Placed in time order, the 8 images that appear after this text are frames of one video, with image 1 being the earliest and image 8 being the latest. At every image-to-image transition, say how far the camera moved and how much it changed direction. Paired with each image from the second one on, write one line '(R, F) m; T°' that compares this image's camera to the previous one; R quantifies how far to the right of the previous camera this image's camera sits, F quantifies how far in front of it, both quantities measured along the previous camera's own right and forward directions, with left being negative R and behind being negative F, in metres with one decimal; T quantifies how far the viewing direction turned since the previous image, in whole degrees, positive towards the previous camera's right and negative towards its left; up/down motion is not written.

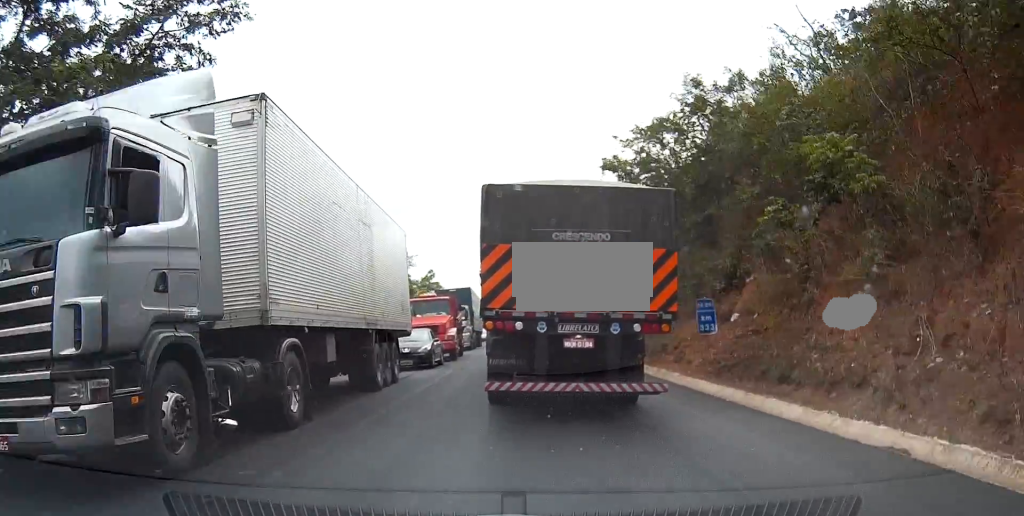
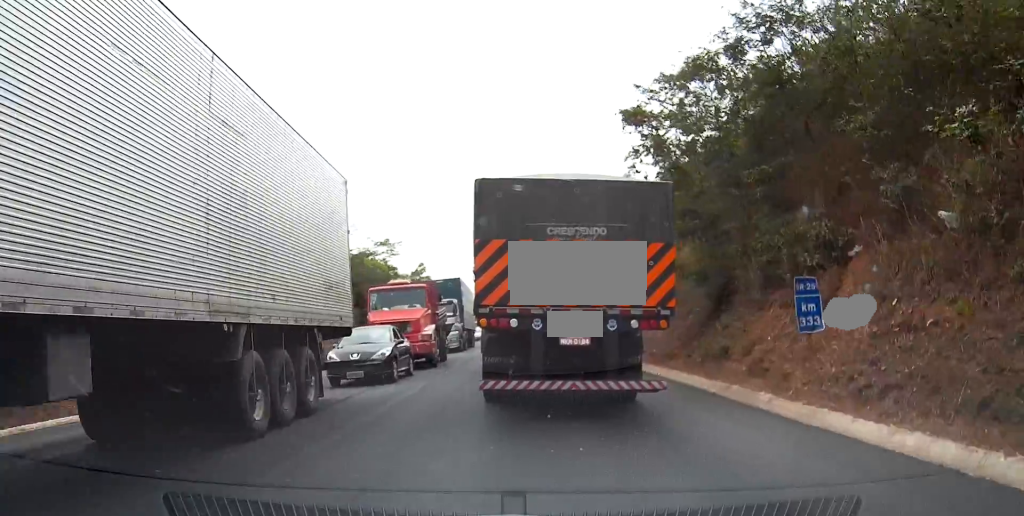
(0.0, +7.7) m; 0°
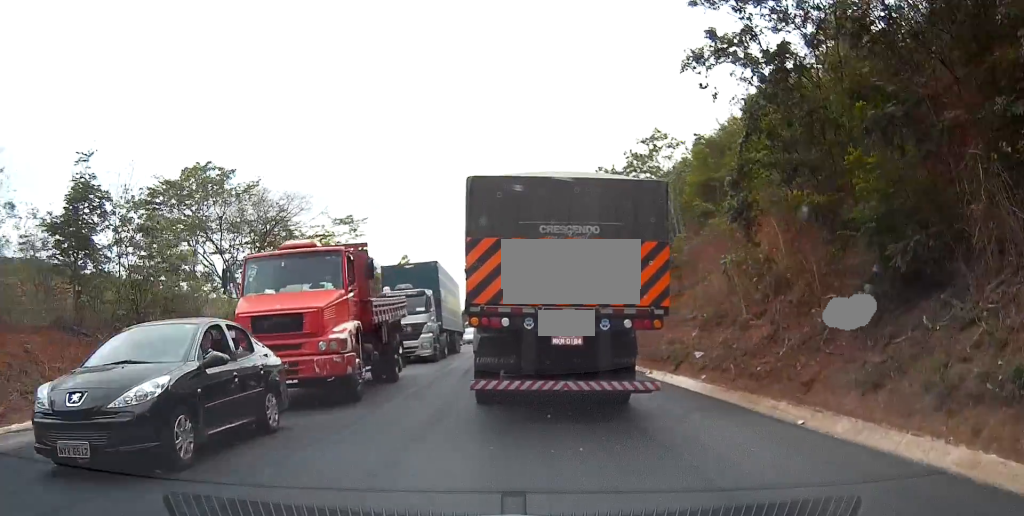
(-0.2, +11.5) m; -2°
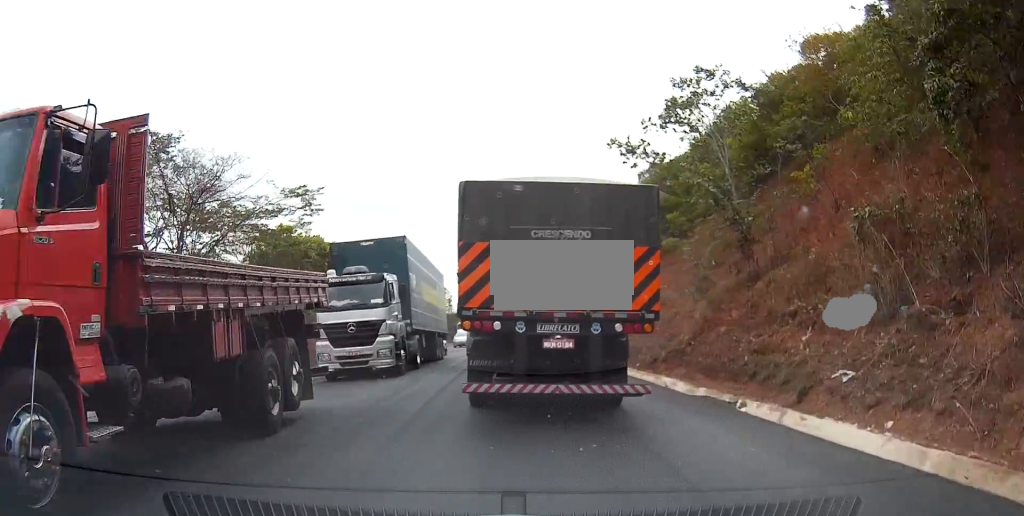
(-0.2, +9.1) m; +1°
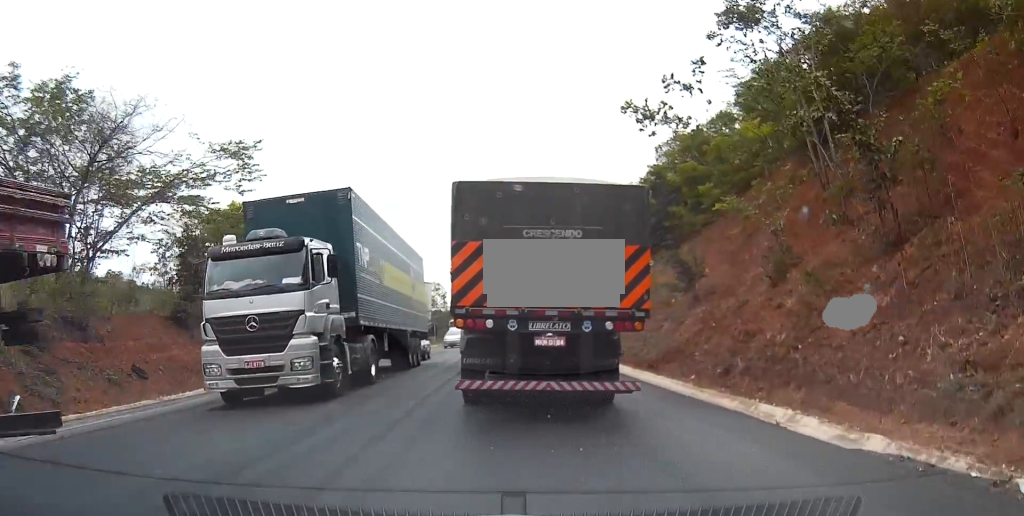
(+0.3, +7.9) m; +2°
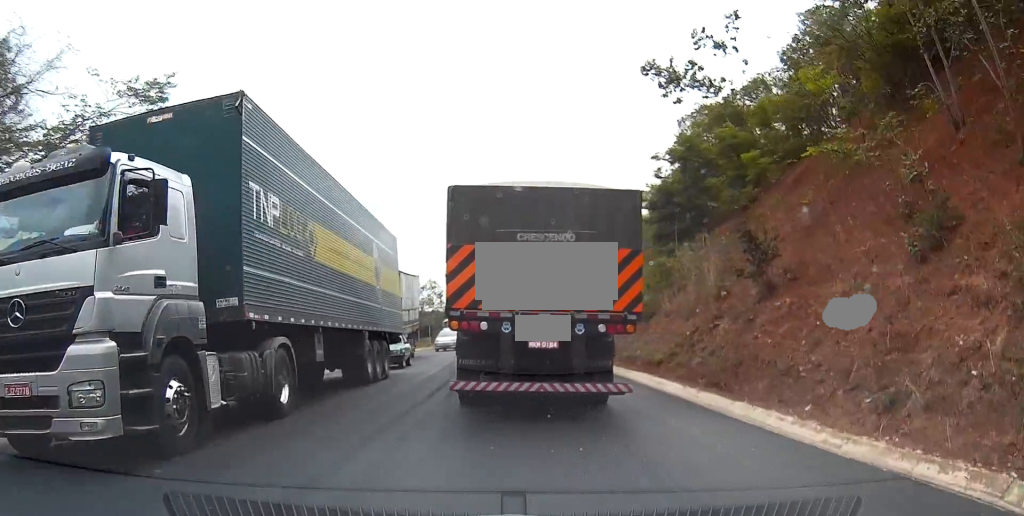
(+0.1, +6.9) m; +1°
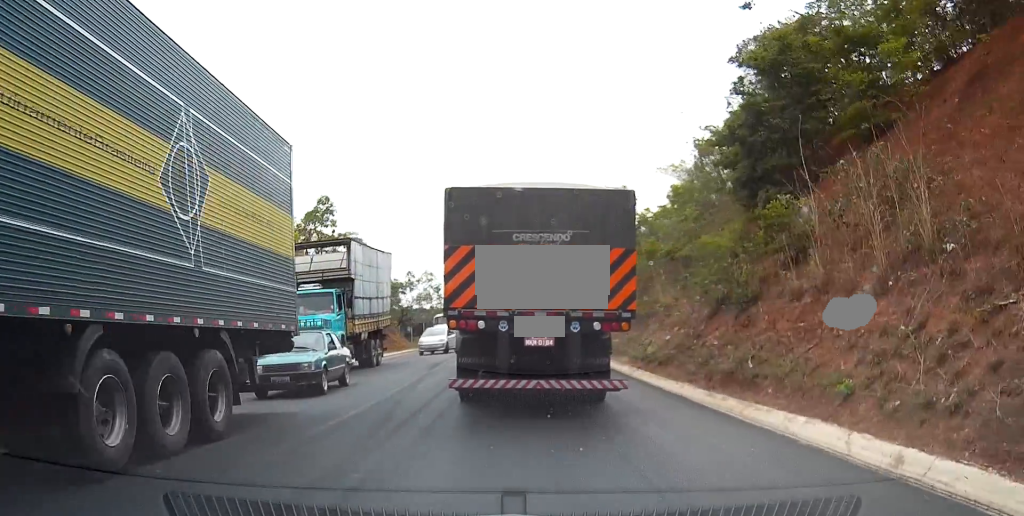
(+0.1, +11.8) m; -1°
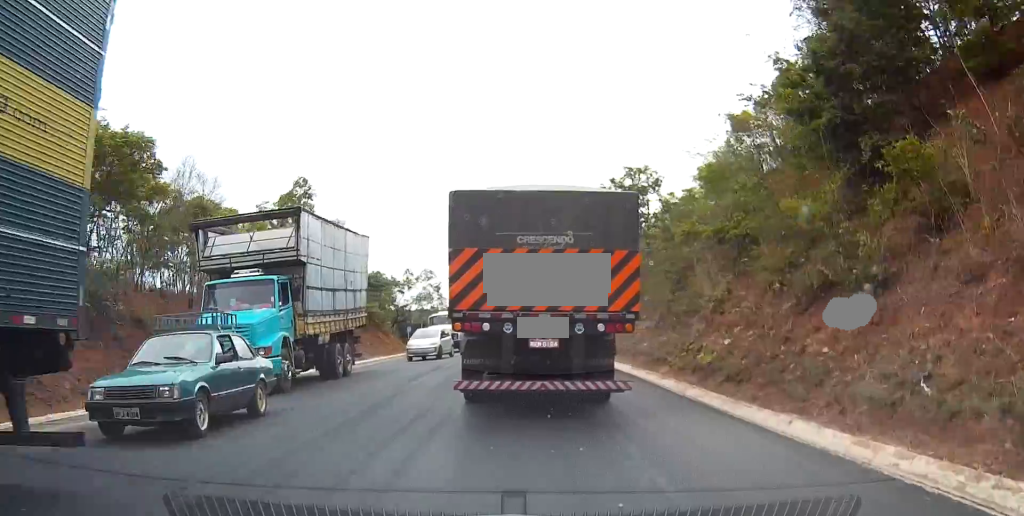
(+0.1, +6.3) m; -1°
